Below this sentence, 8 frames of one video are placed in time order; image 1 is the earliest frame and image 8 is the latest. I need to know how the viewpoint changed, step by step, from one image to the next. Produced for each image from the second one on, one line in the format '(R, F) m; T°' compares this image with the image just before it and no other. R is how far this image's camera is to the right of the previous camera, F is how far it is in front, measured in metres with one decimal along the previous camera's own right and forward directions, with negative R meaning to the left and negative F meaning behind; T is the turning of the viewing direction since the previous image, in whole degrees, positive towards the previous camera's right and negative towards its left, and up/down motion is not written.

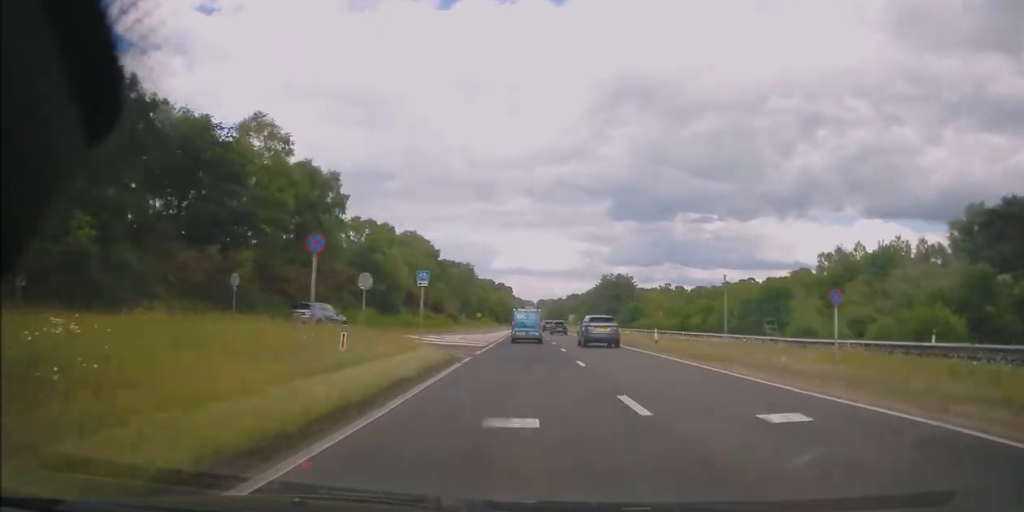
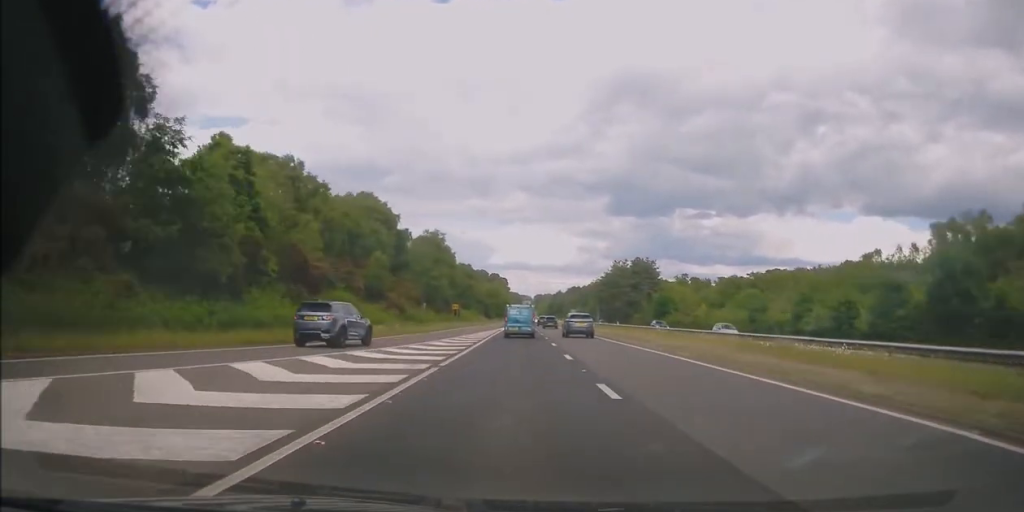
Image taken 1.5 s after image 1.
(+0.3, +36.7) m; +1°
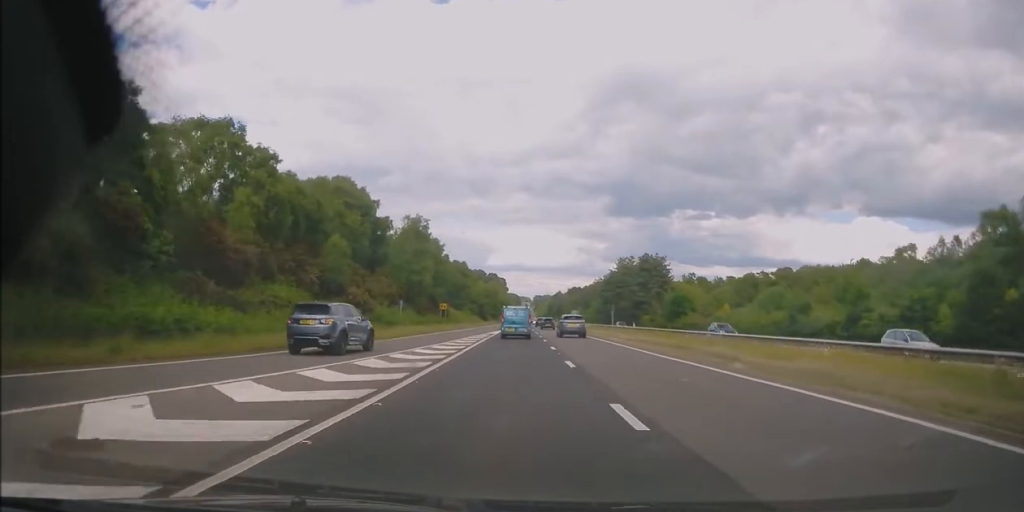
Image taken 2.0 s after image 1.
(-0.1, +11.8) m; 0°
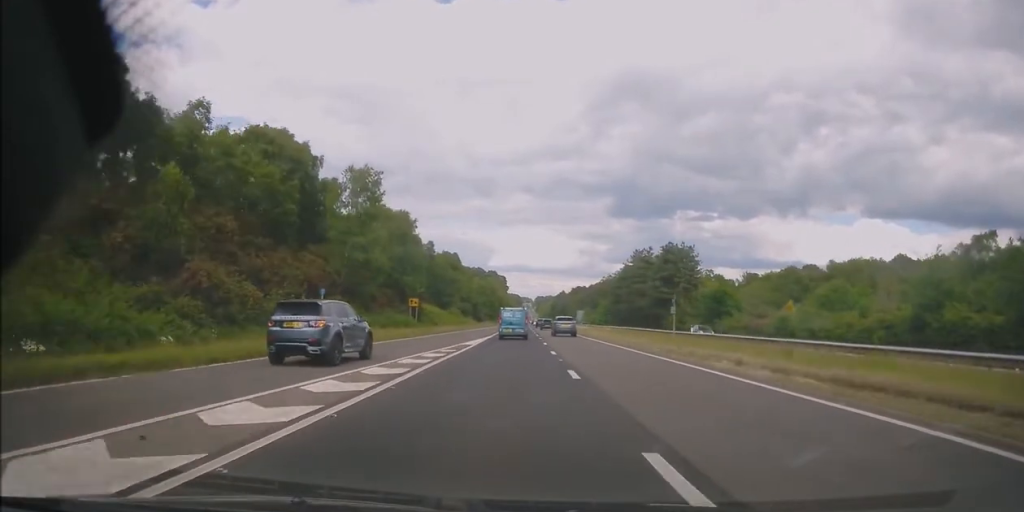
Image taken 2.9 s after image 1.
(+0.1, +22.0) m; 0°
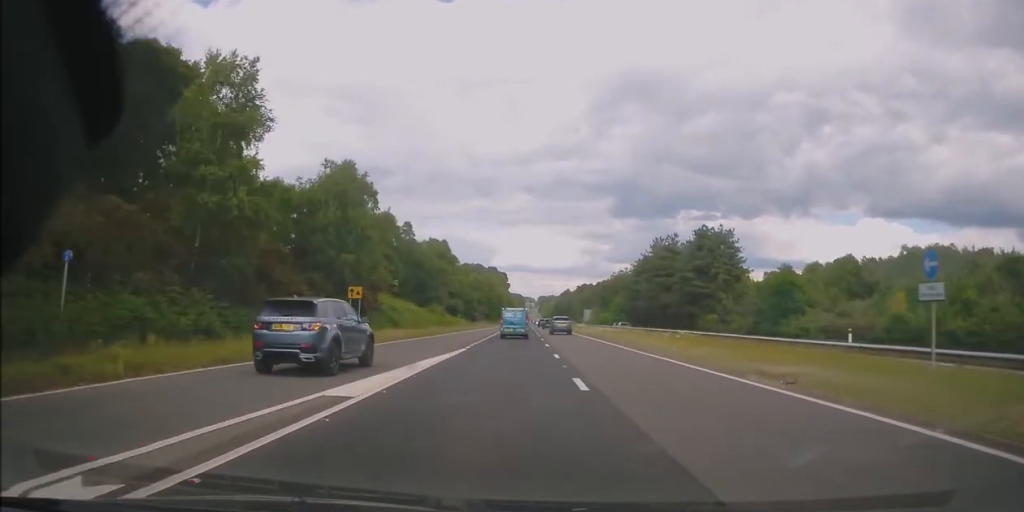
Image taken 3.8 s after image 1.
(0.0, +21.1) m; -1°
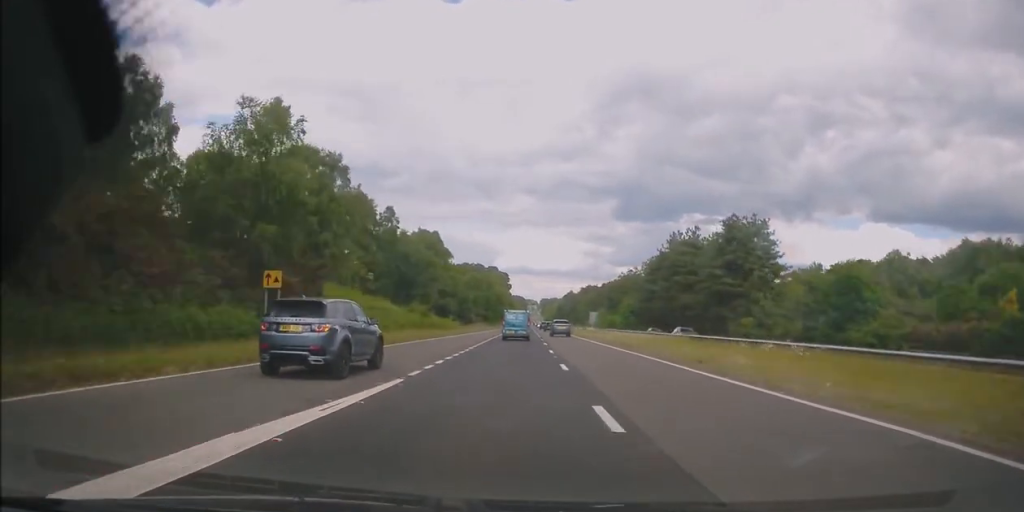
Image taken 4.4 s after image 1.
(-0.5, +13.3) m; 0°
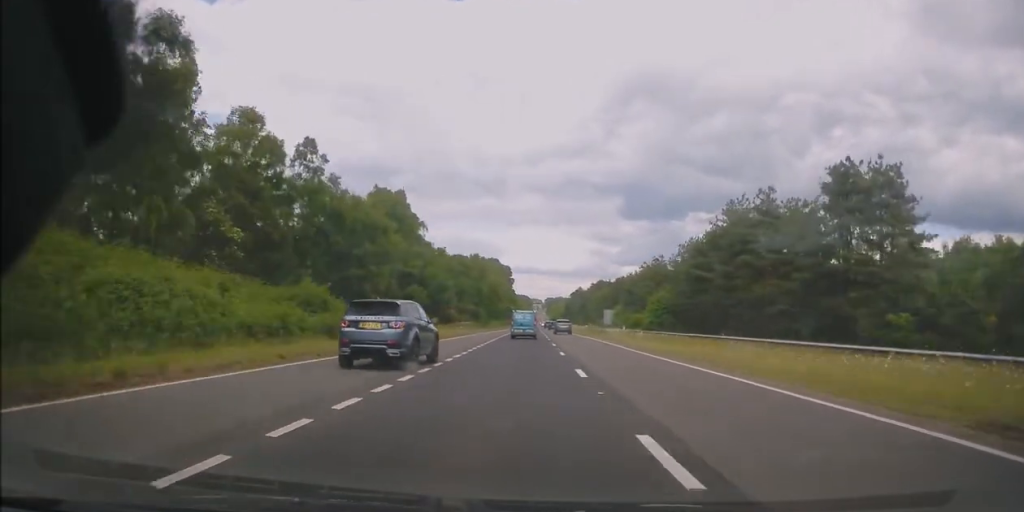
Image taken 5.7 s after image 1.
(+0.2, +30.8) m; -1°
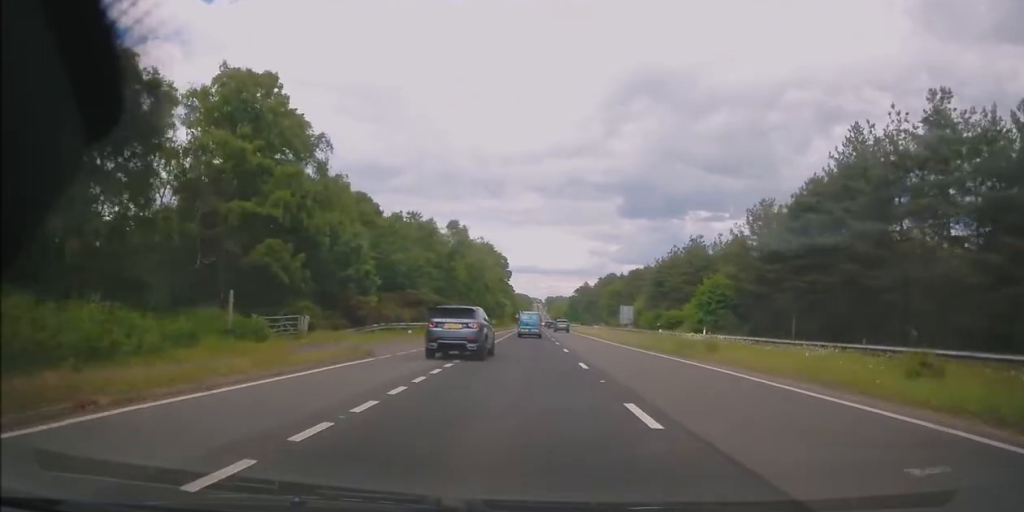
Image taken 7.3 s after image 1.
(+0.1, +35.0) m; +1°
